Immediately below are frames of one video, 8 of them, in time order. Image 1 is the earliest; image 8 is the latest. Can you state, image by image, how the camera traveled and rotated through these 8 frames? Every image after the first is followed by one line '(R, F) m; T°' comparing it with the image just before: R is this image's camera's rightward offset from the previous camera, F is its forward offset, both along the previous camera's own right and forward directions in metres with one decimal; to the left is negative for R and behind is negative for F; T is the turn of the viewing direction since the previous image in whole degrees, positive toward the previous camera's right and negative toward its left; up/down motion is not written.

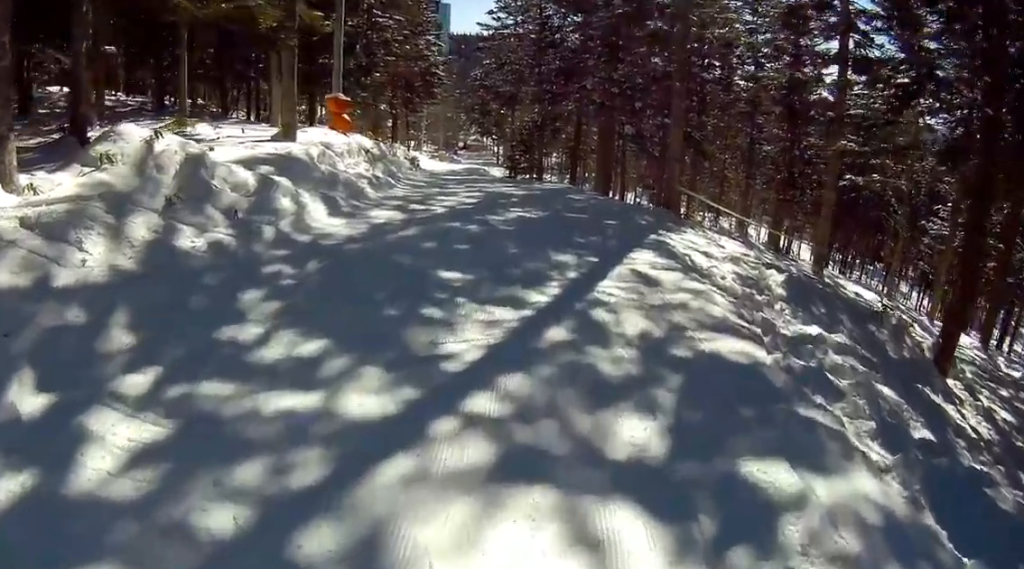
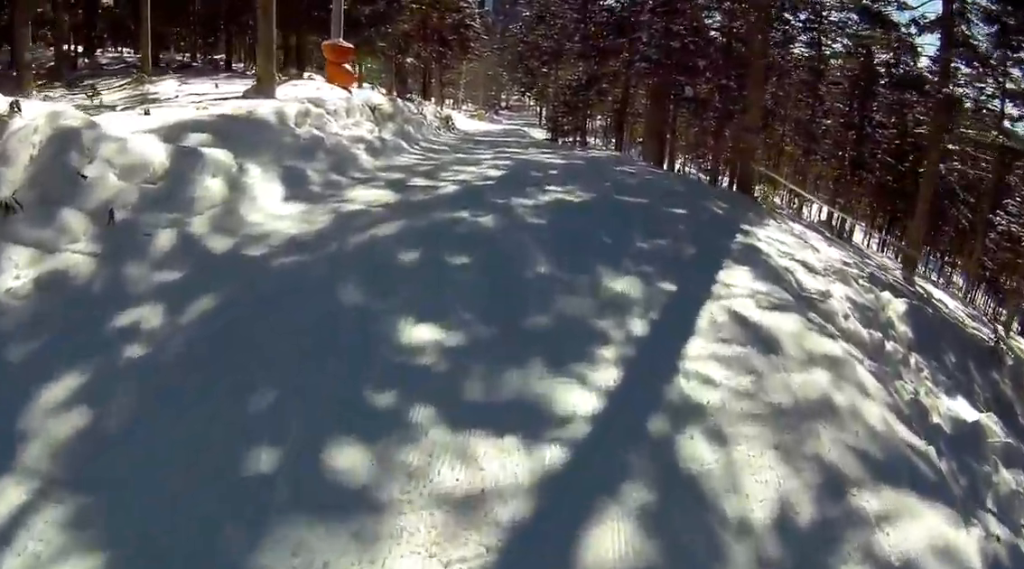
(-0.3, +3.4) m; -9°
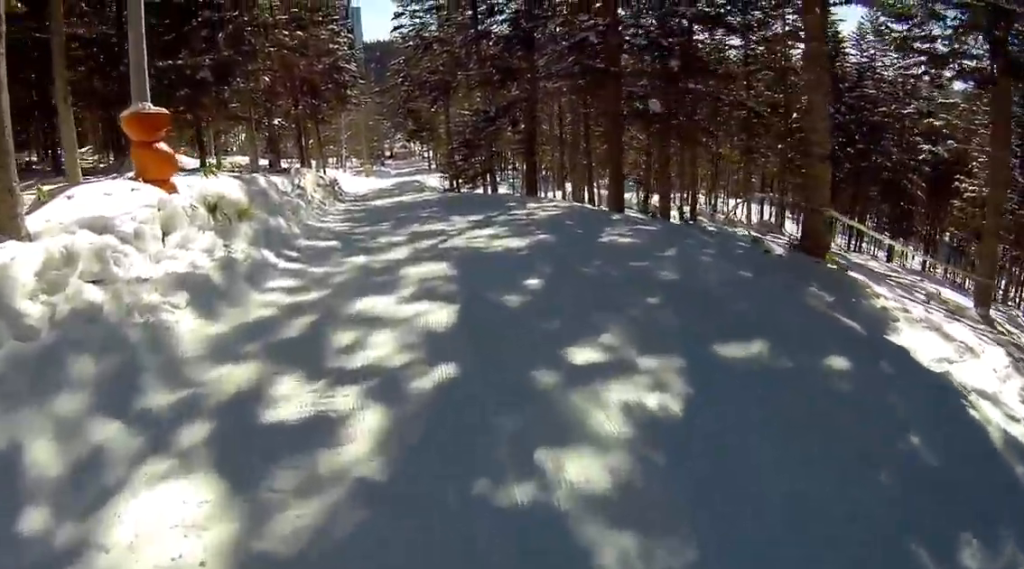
(-0.5, +5.5) m; +8°
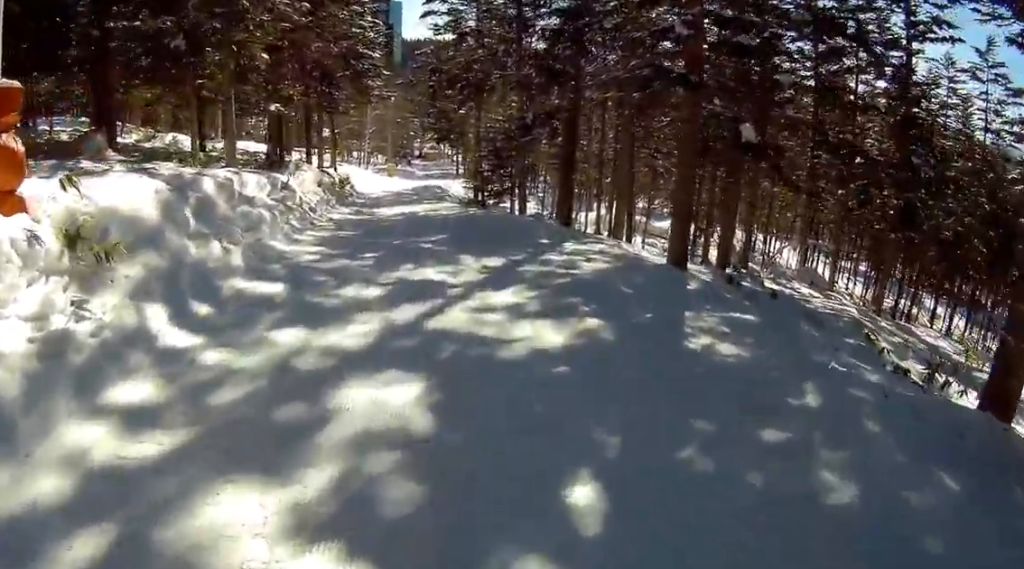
(+0.8, +3.8) m; +10°
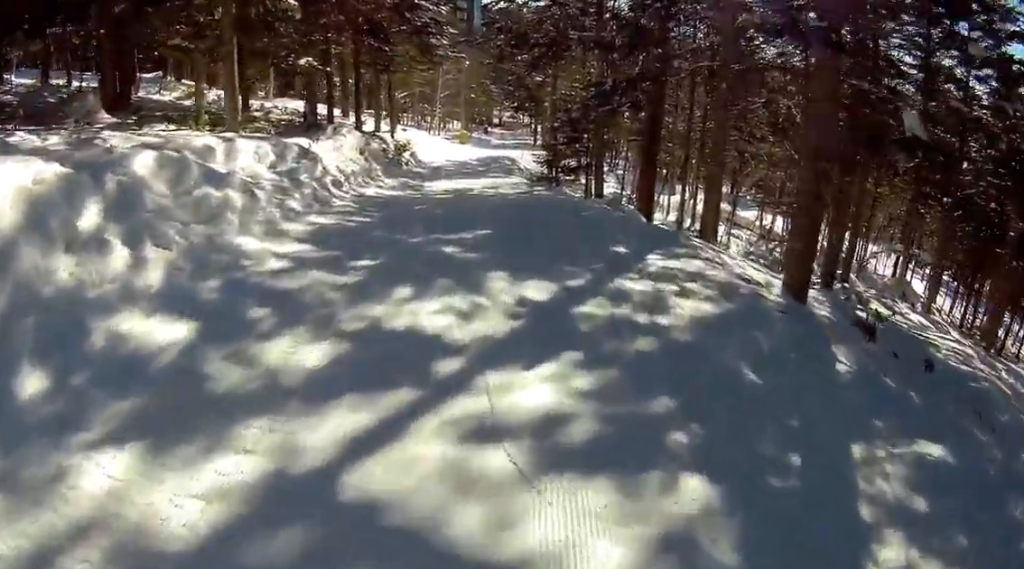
(0.0, +3.2) m; -3°
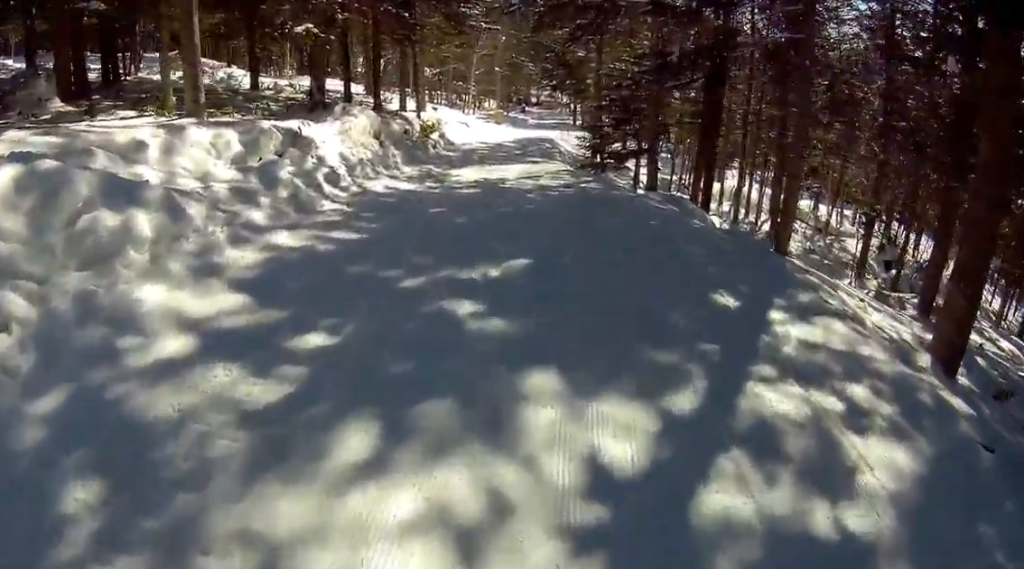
(-0.2, +3.1) m; -11°
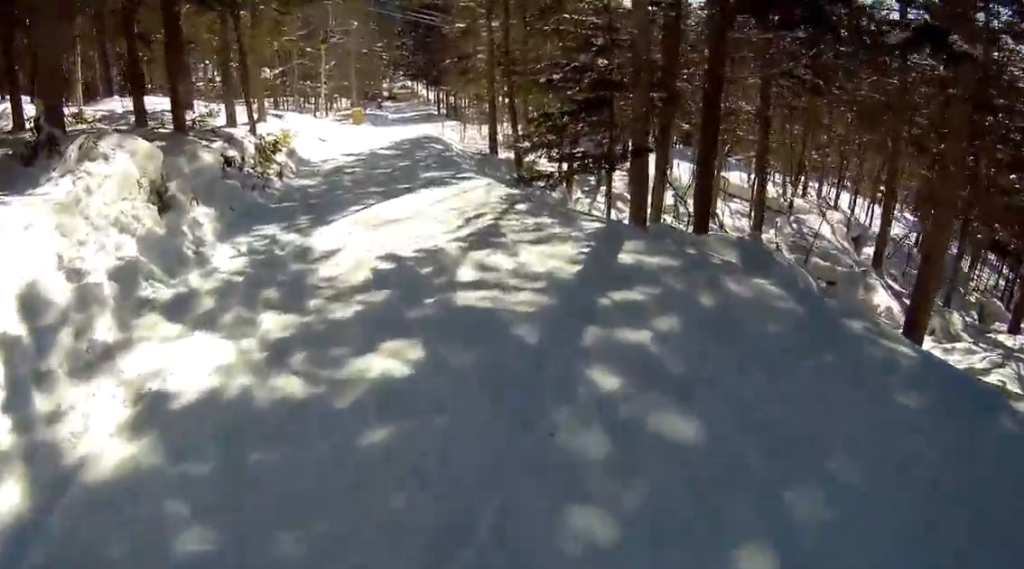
(-1.5, +8.5) m; -3°
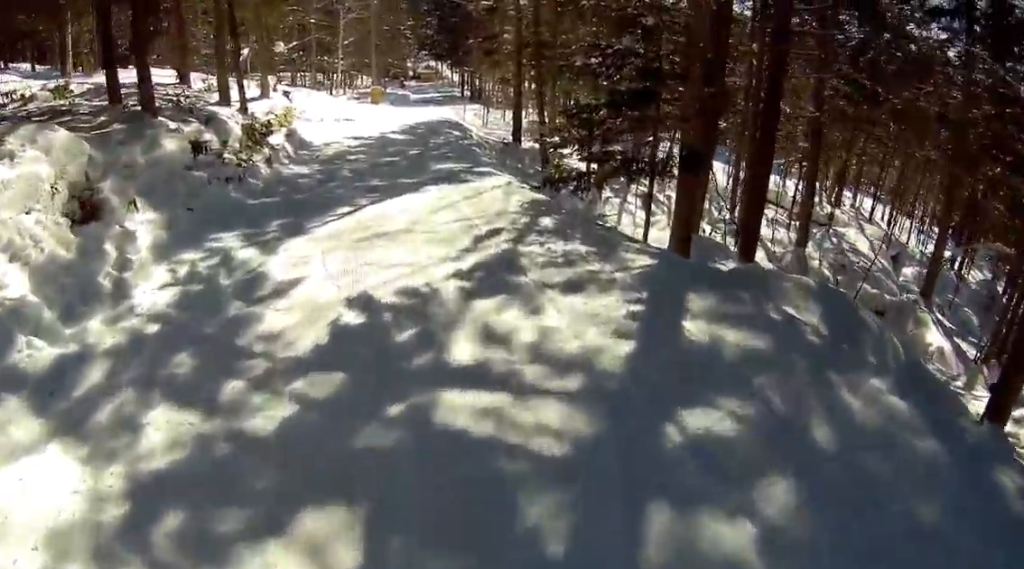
(+0.4, +2.1) m; +6°
